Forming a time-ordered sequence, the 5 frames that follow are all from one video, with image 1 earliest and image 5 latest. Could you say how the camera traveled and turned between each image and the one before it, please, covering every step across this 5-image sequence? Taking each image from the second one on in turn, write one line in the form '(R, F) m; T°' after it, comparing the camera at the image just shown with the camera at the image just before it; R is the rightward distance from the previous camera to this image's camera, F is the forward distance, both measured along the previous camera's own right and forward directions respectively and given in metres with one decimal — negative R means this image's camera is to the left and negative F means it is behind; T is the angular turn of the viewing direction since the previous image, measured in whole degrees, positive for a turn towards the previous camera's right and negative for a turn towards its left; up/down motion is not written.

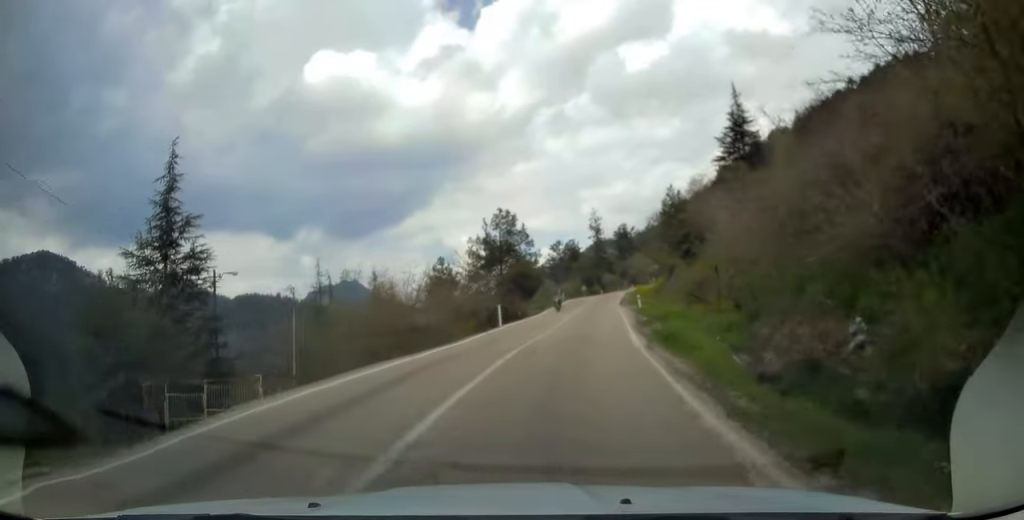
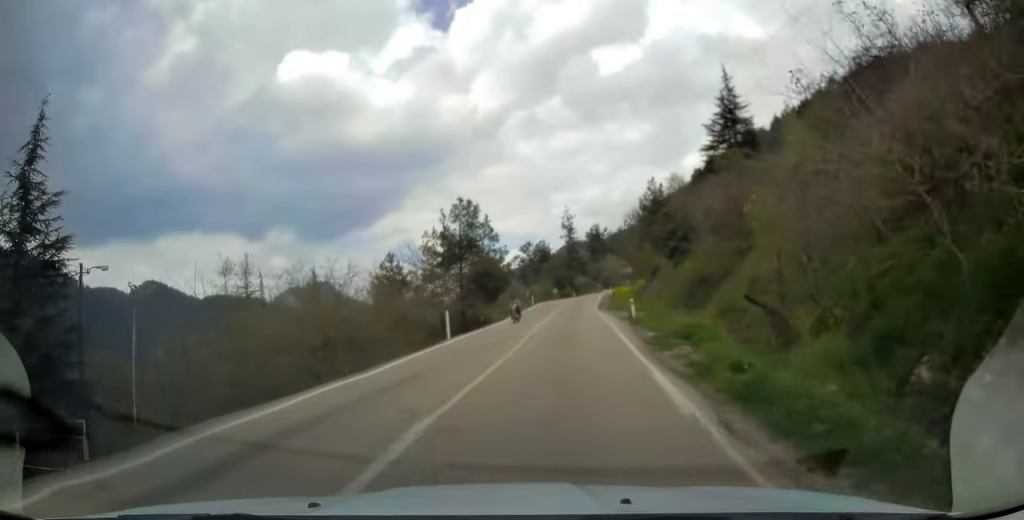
(+0.3, +7.9) m; +3°
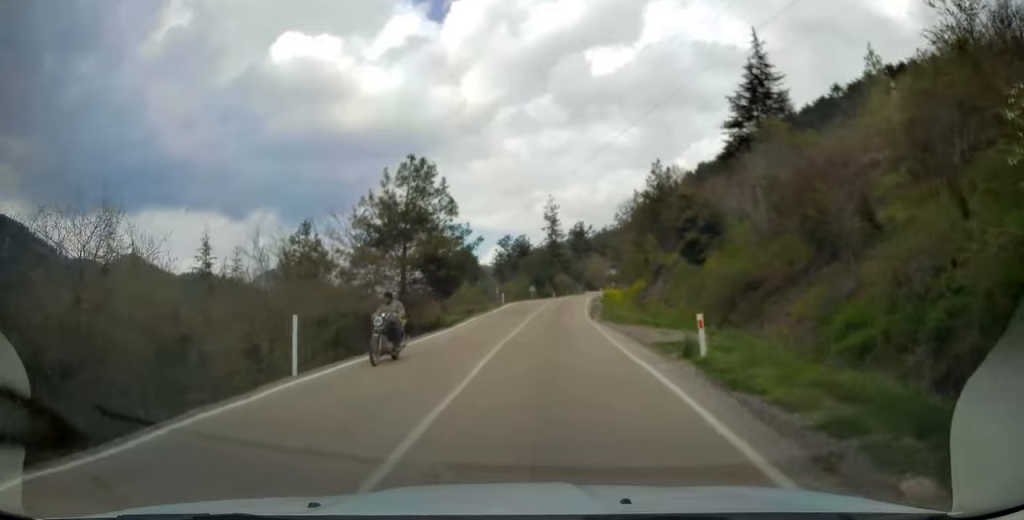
(+0.5, +13.4) m; +3°
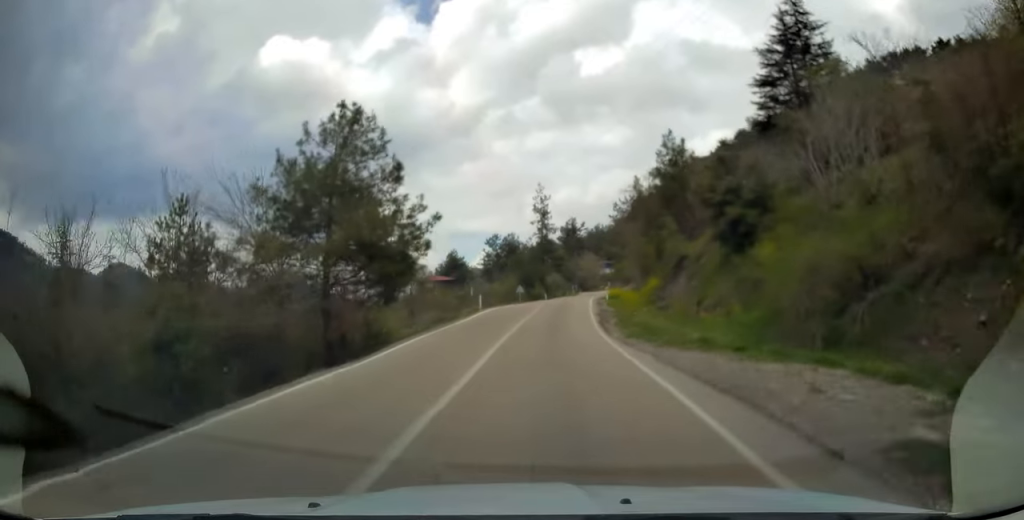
(+0.2, +11.5) m; +1°
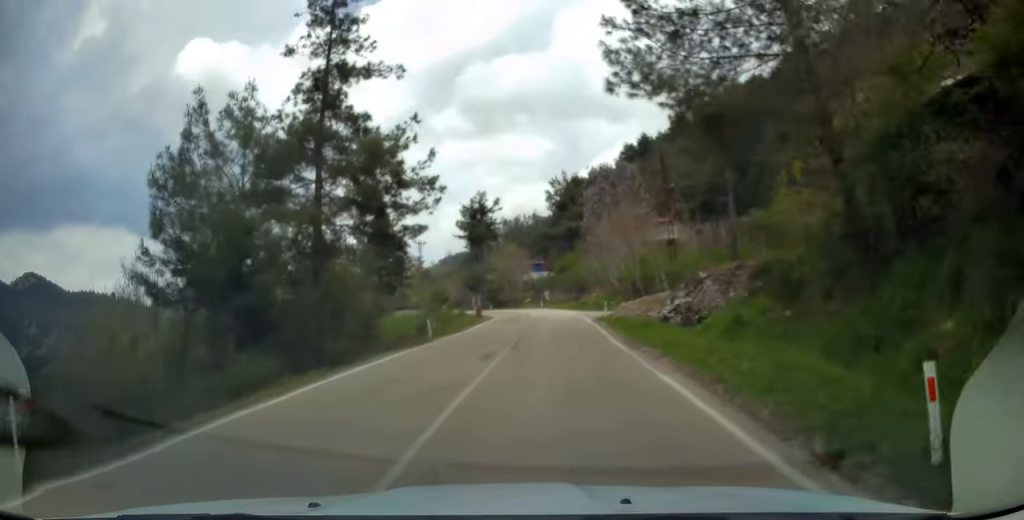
(+4.0, +73.9) m; +8°
